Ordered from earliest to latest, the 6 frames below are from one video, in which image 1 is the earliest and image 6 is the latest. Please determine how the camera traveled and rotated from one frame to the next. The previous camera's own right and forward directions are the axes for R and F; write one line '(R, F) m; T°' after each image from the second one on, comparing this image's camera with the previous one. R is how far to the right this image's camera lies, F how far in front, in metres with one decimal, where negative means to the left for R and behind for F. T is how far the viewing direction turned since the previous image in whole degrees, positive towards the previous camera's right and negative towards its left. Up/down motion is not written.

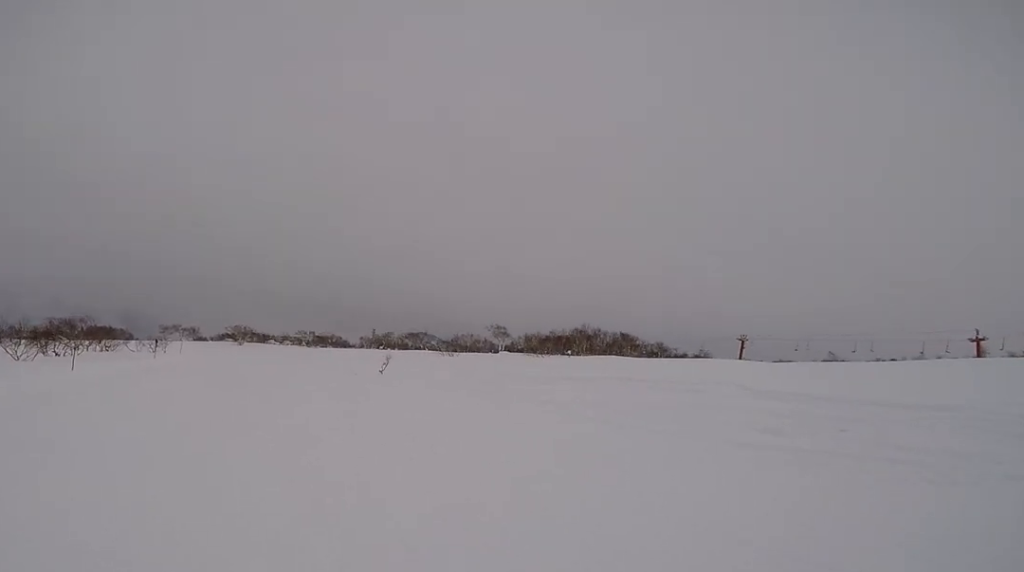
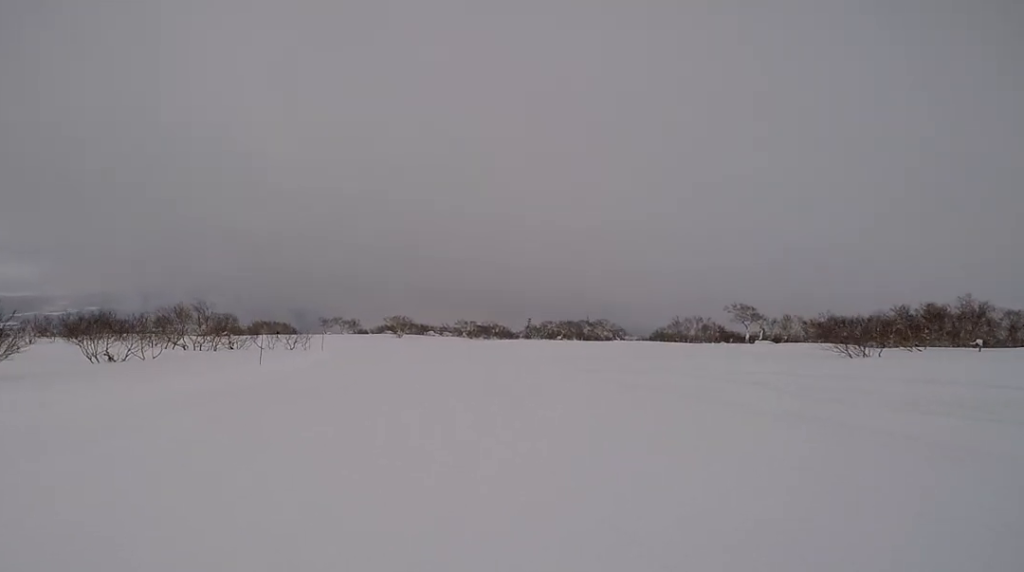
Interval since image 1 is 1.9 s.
(-0.1, +18.6) m; -6°
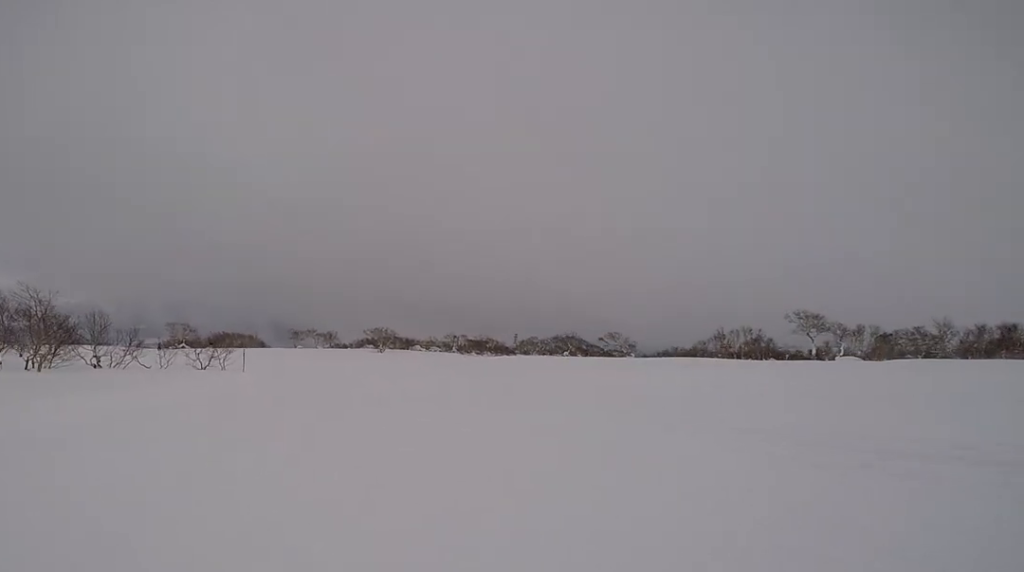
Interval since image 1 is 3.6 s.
(-1.6, +15.1) m; -8°
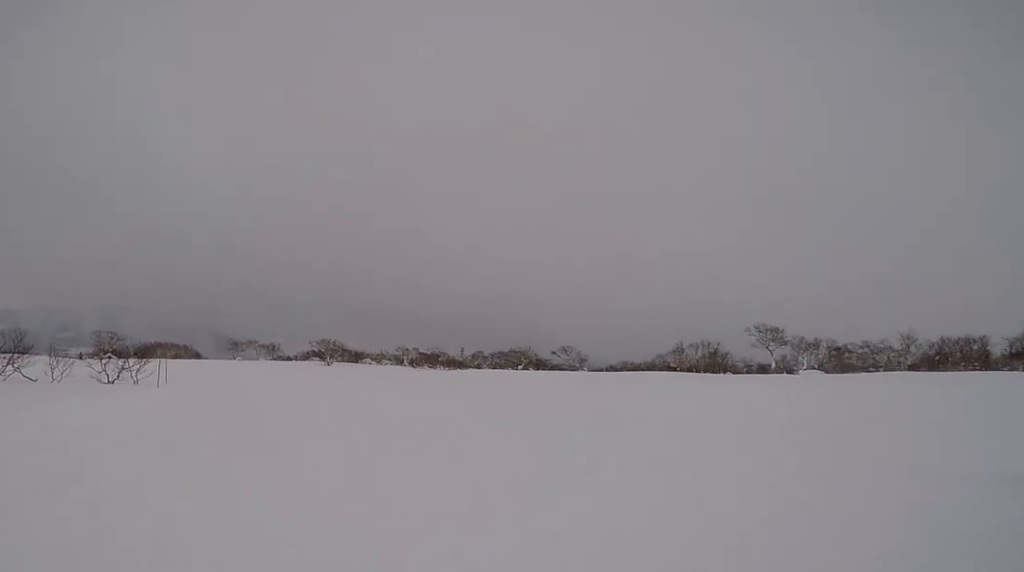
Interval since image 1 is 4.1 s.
(-0.2, +4.3) m; 0°
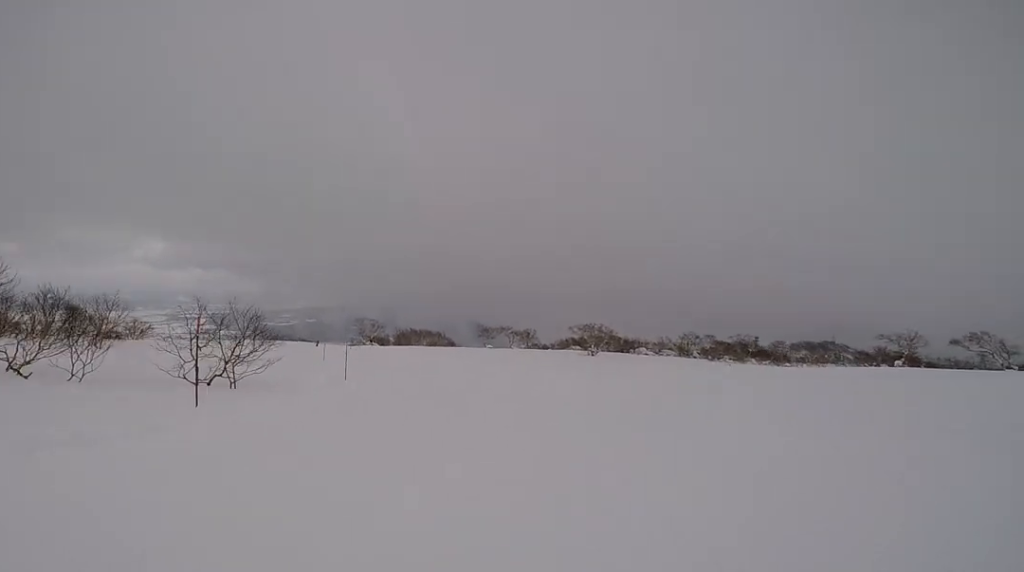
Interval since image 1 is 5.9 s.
(-0.3, +14.5) m; -9°
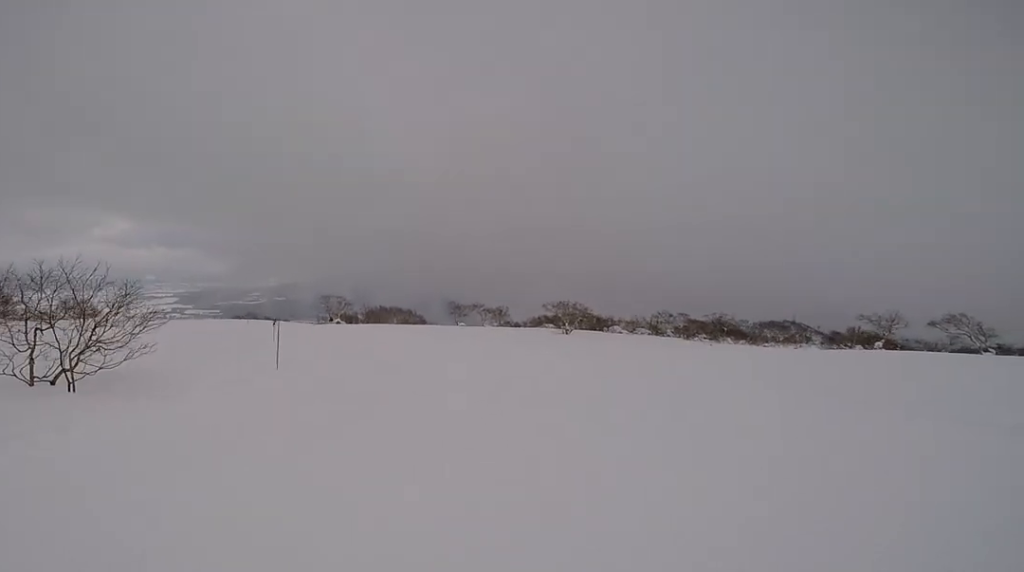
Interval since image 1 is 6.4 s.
(0.0, +3.2) m; 0°
